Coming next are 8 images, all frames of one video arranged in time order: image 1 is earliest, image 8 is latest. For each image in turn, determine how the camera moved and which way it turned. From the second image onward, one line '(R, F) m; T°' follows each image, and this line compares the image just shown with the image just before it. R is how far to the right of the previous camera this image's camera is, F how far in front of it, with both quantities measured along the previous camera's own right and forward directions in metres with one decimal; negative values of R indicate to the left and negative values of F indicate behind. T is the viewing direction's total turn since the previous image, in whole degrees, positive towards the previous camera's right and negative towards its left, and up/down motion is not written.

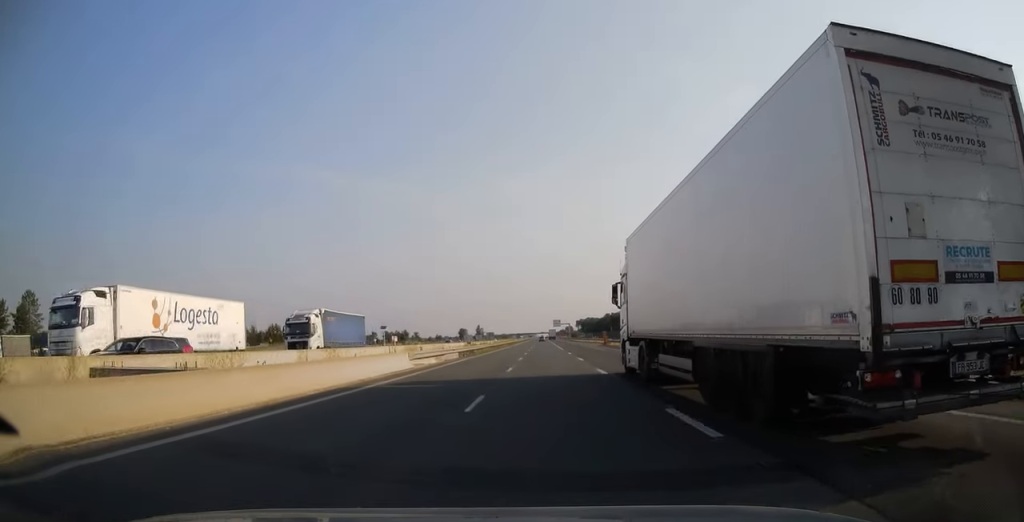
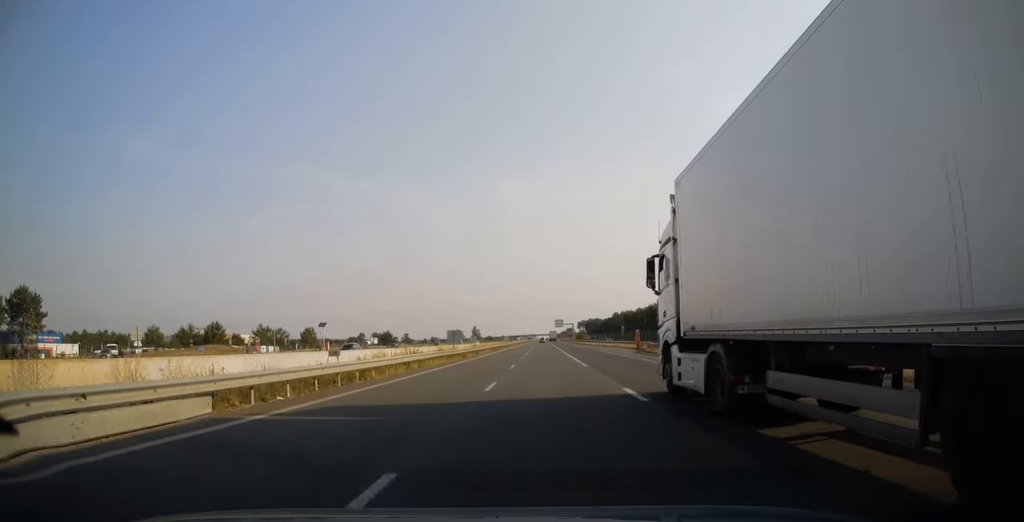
(0.0, +34.0) m; 0°
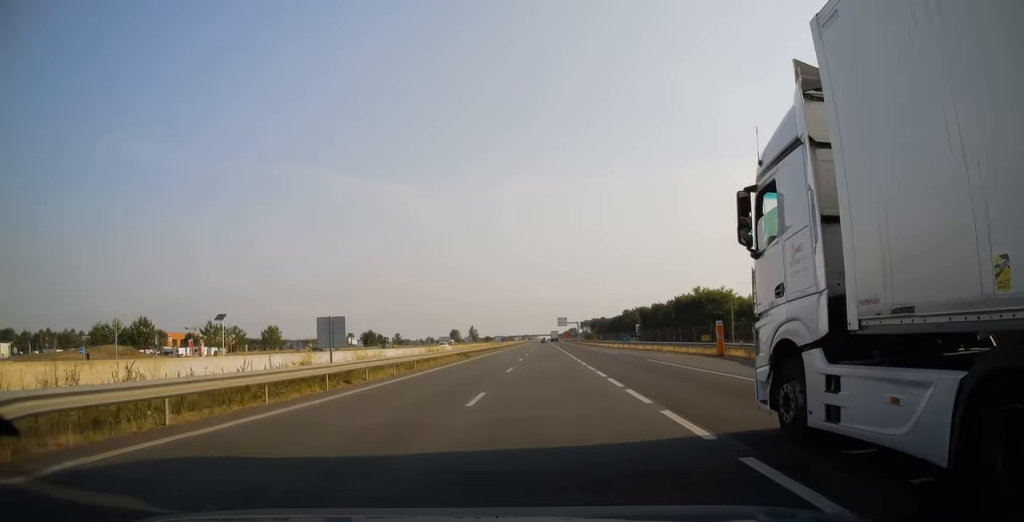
(0.0, +29.7) m; 0°
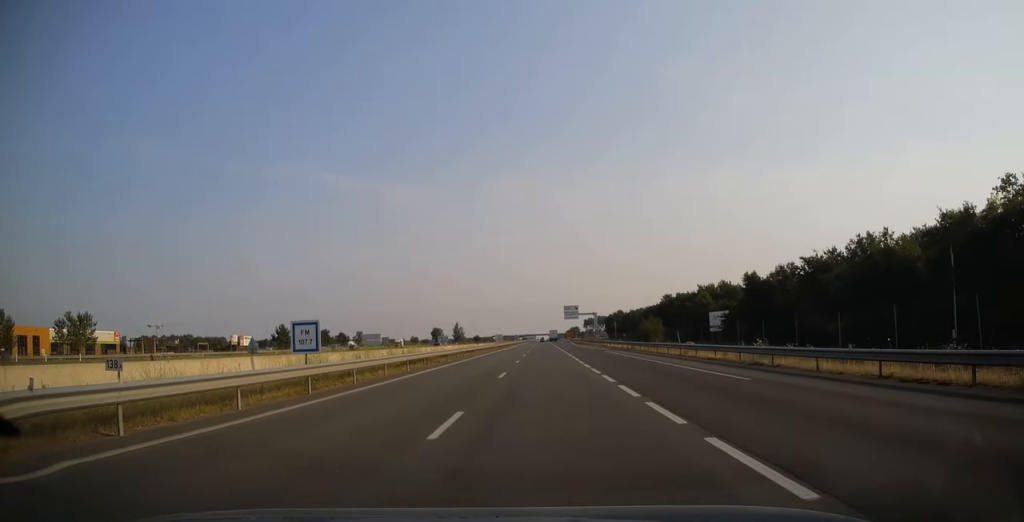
(0.0, +81.7) m; 0°
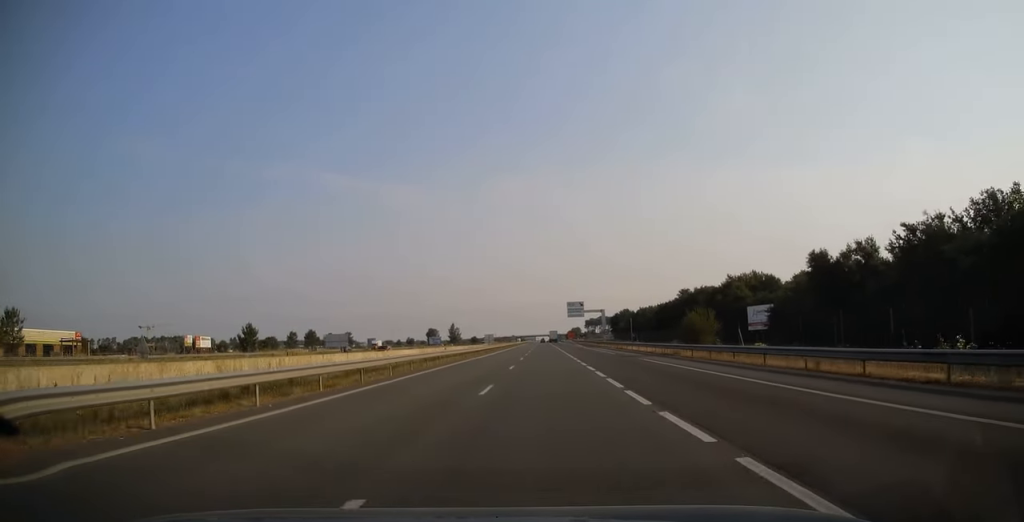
(0.0, +19.2) m; 0°
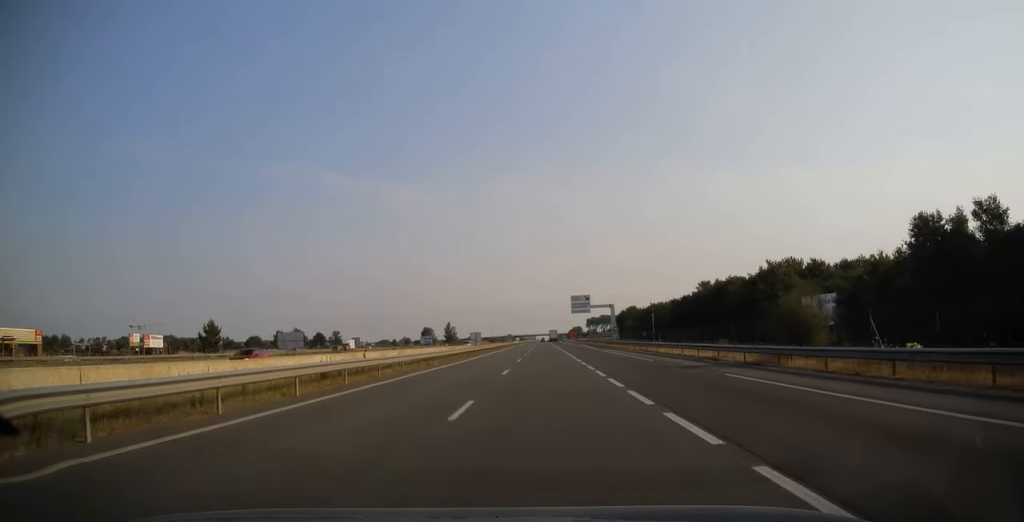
(0.0, +17.7) m; 0°
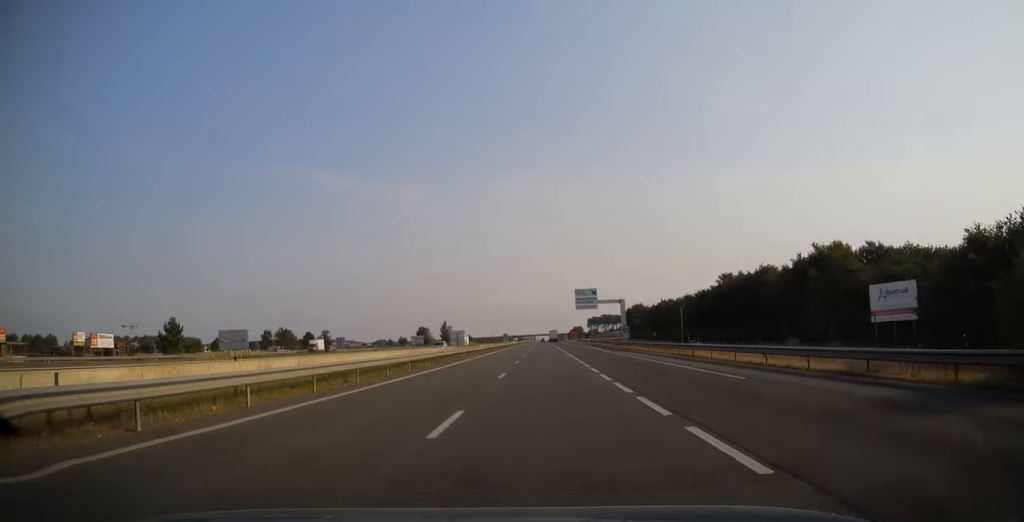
(0.0, +14.7) m; 0°
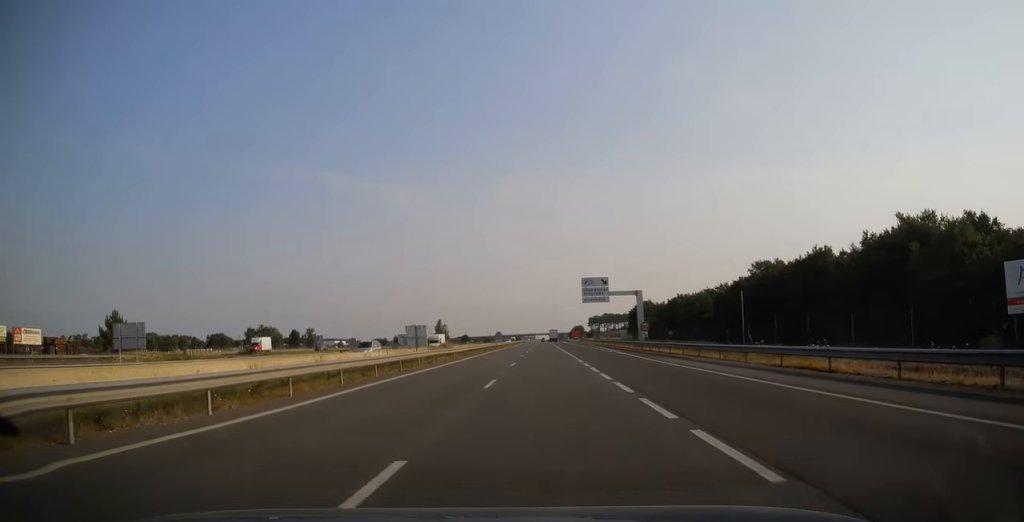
(0.0, +17.7) m; 0°
